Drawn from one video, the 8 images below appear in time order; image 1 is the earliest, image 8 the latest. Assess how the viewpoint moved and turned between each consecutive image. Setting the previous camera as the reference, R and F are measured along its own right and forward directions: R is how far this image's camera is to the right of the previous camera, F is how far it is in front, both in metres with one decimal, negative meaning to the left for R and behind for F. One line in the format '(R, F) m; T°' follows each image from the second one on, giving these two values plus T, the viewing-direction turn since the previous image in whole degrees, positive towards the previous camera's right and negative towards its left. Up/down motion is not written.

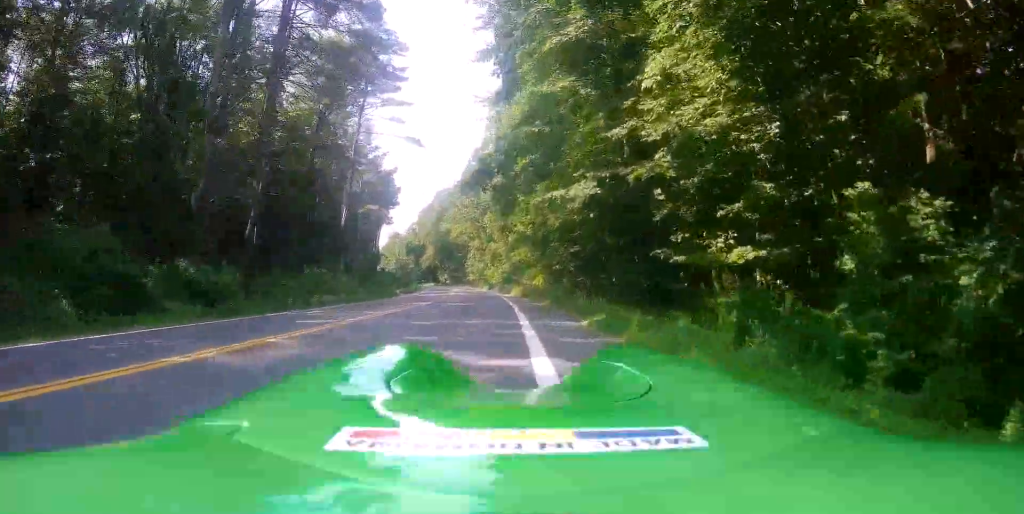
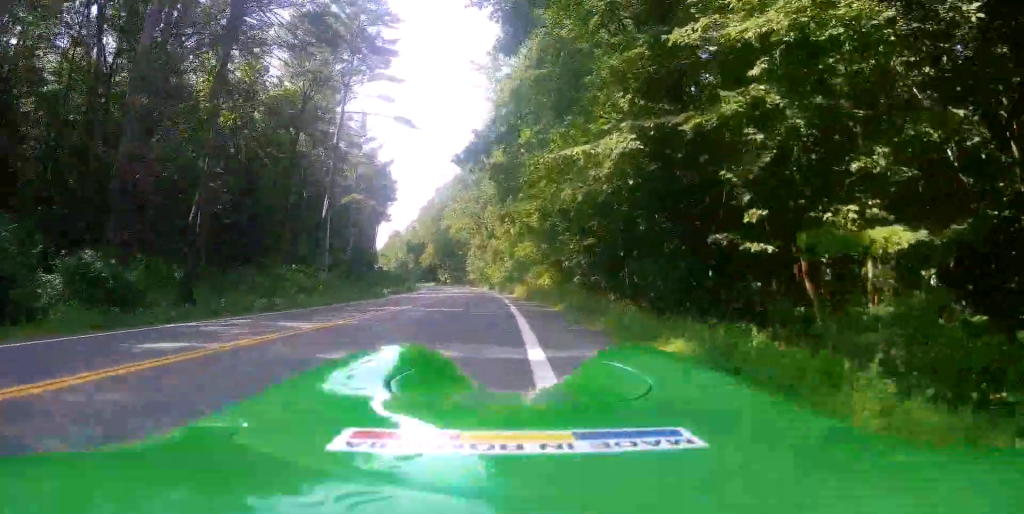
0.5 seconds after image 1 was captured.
(0.0, +5.4) m; -2°
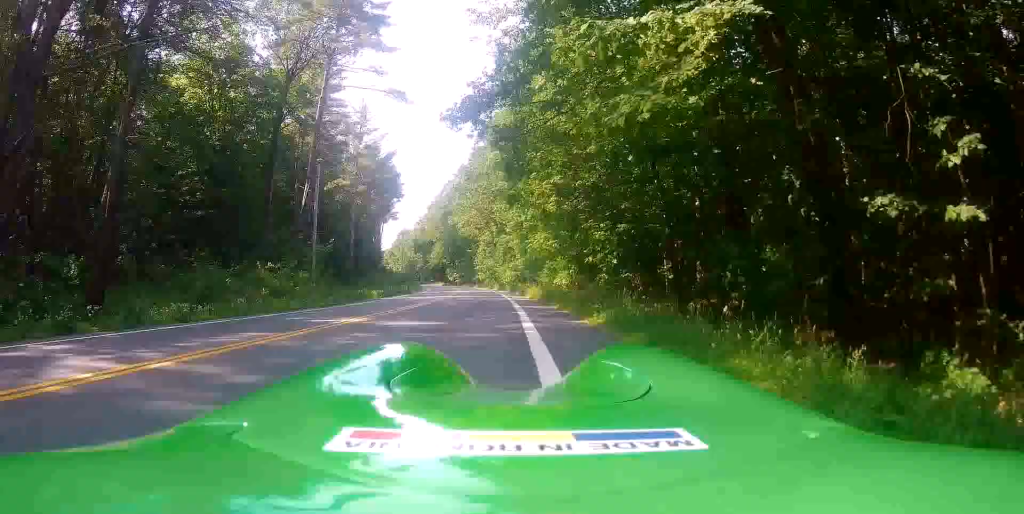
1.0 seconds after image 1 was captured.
(-0.3, +5.8) m; -3°
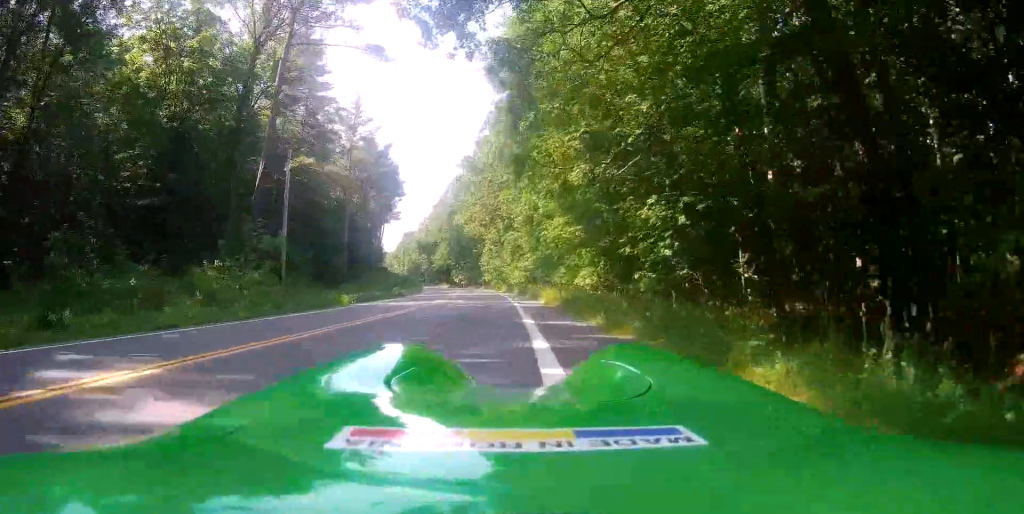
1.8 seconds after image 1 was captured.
(-0.3, +8.0) m; -3°
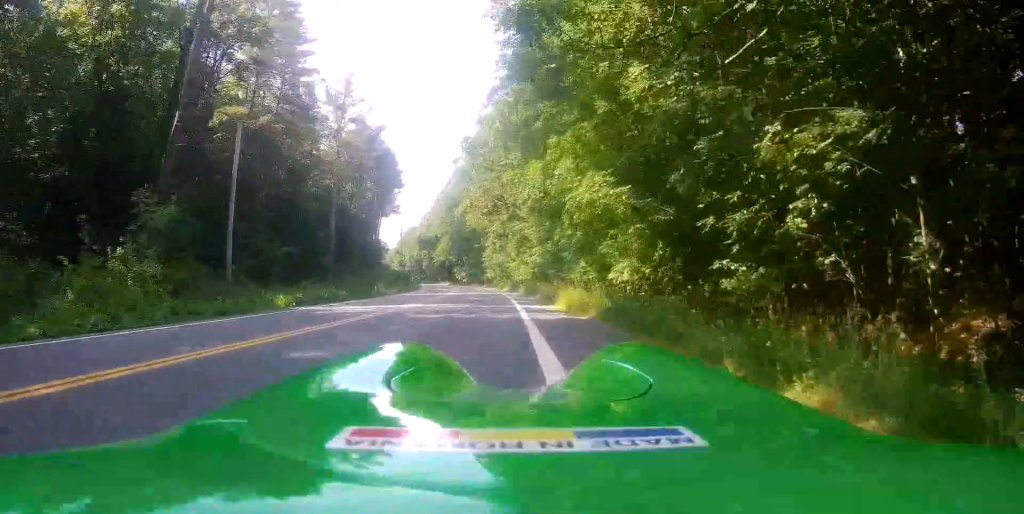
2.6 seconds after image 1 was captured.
(-0.2, +8.3) m; -1°
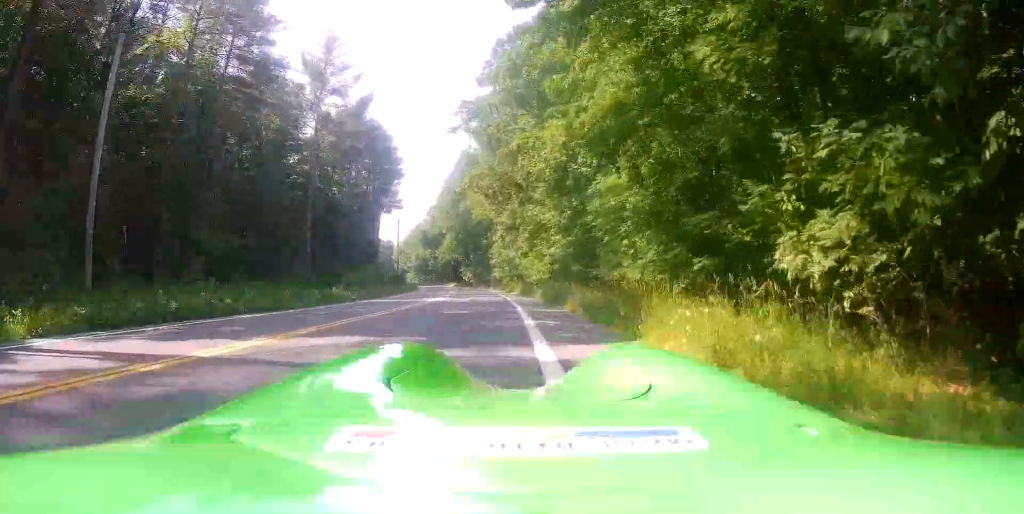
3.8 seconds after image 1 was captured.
(0.0, +12.0) m; 0°
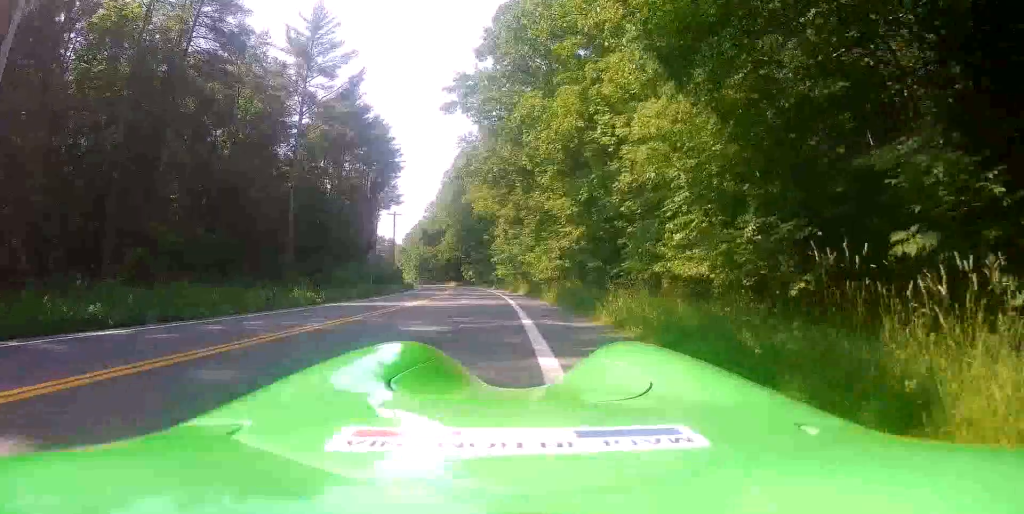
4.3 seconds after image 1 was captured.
(0.0, +5.9) m; 0°
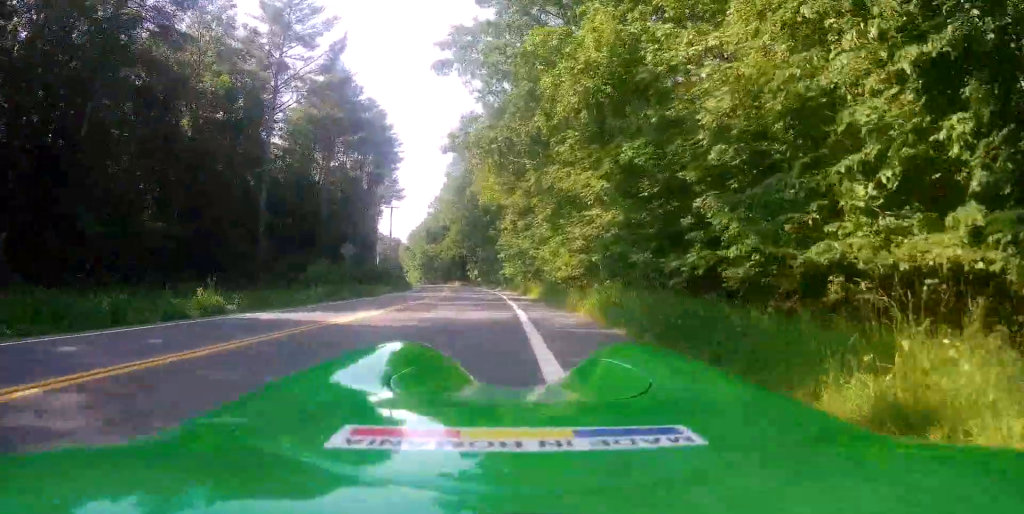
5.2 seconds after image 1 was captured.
(0.0, +8.3) m; 0°
